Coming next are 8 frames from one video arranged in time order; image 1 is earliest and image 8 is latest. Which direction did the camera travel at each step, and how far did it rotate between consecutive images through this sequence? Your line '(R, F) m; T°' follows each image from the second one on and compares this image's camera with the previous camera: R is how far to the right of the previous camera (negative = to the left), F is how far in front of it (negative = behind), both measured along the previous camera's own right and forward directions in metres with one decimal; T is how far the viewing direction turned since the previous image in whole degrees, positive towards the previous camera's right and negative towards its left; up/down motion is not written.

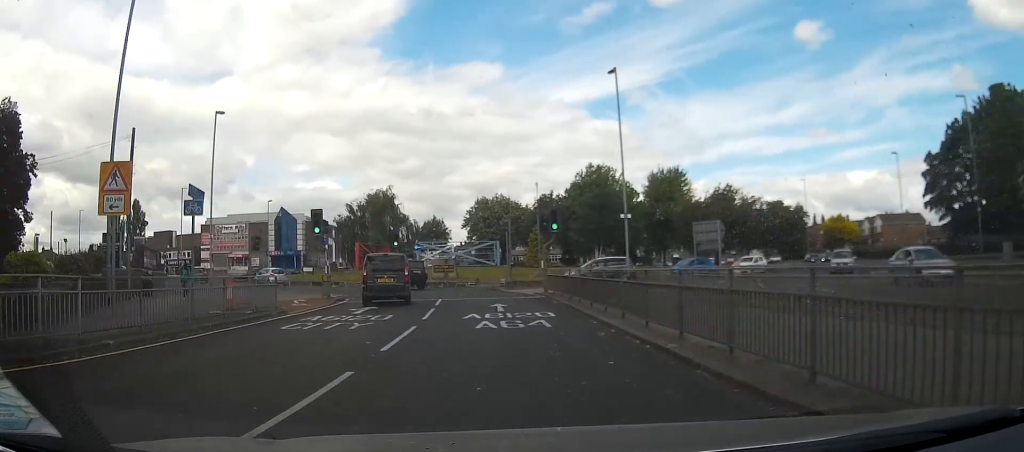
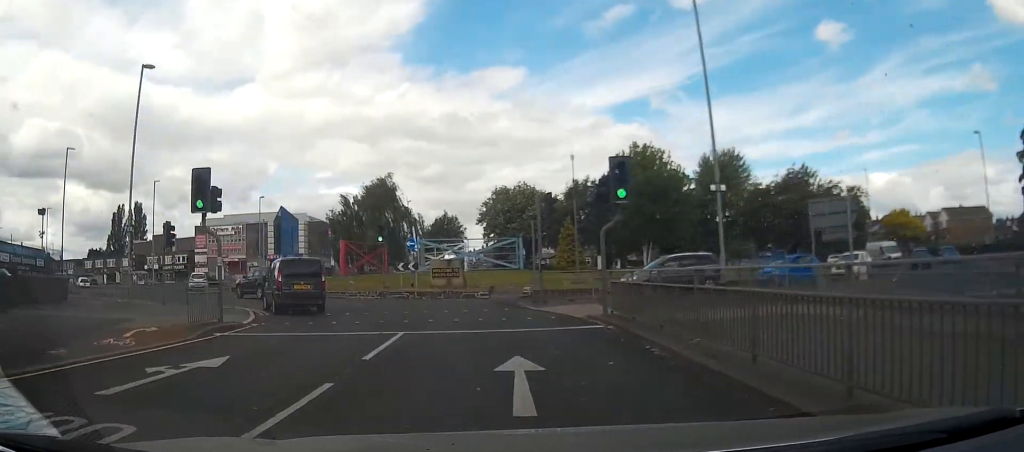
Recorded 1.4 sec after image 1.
(-0.3, +13.5) m; -4°
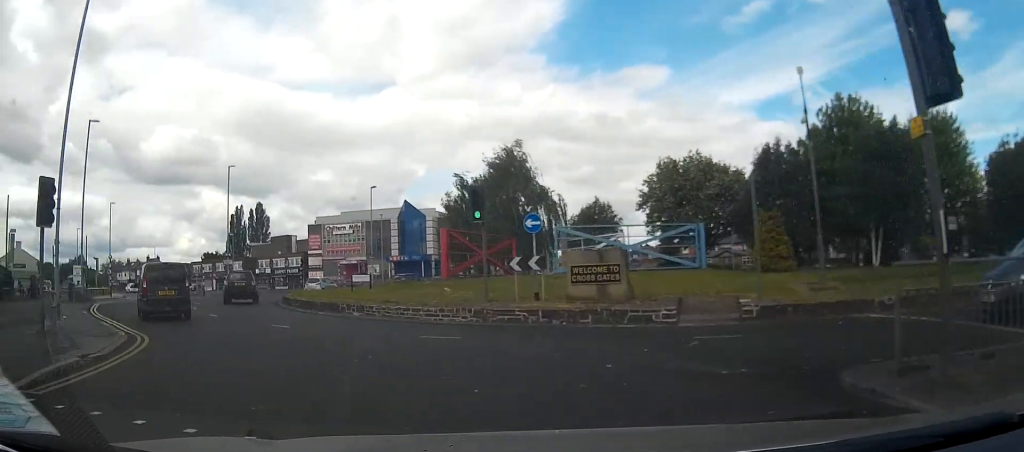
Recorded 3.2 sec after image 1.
(-2.1, +15.5) m; -19°
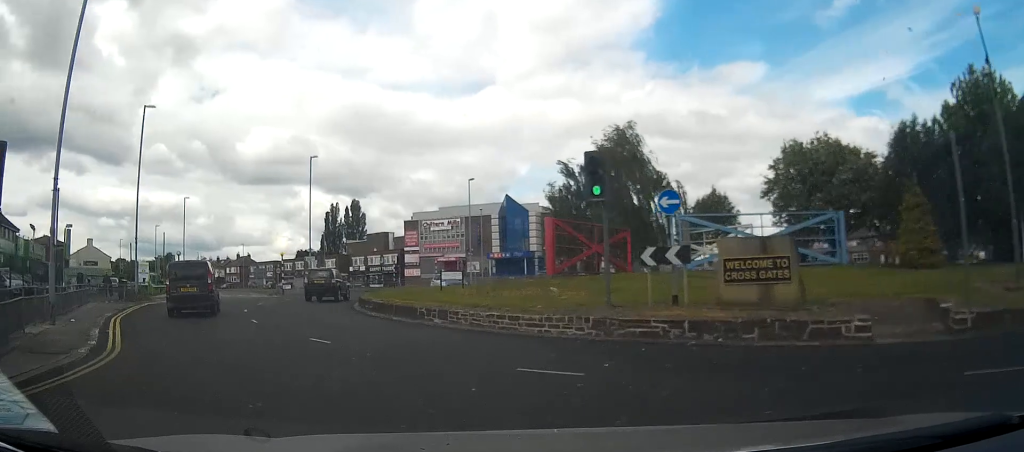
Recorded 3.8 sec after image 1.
(-0.4, +5.2) m; -8°
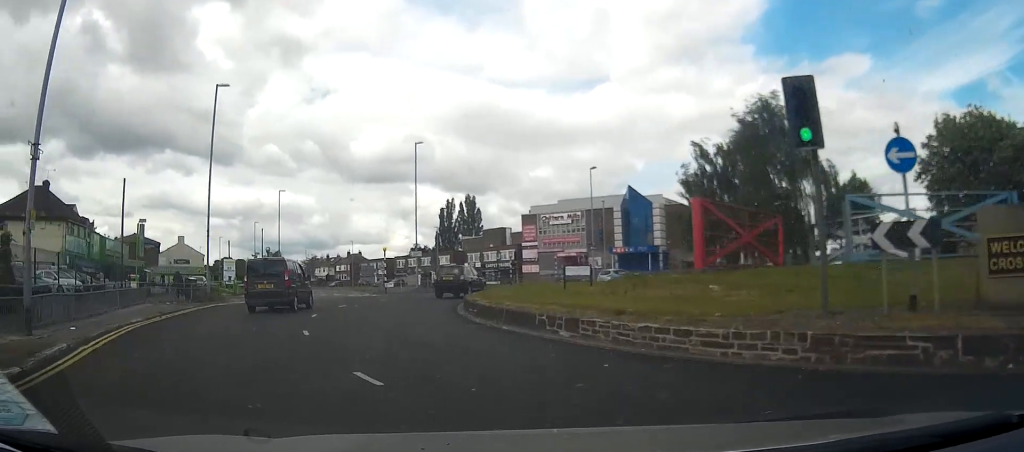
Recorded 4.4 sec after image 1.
(-0.3, +5.7) m; -5°
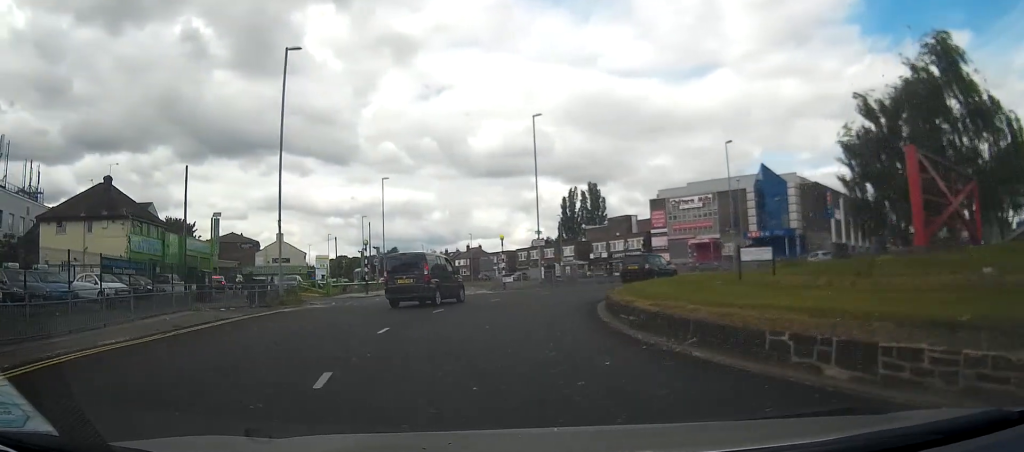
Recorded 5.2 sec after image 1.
(-0.5, +7.3) m; -5°
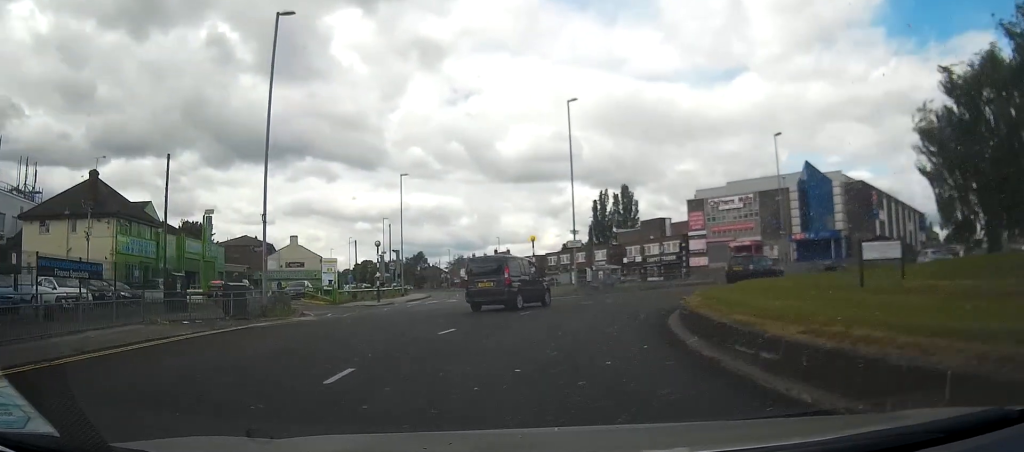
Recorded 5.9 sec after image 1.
(-0.2, +5.9) m; -3°
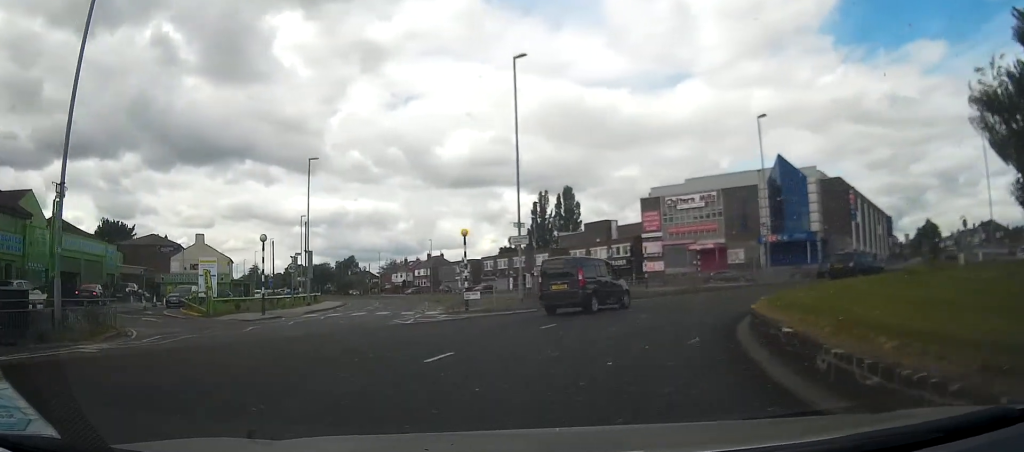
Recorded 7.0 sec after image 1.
(-0.2, +9.9) m; +1°
